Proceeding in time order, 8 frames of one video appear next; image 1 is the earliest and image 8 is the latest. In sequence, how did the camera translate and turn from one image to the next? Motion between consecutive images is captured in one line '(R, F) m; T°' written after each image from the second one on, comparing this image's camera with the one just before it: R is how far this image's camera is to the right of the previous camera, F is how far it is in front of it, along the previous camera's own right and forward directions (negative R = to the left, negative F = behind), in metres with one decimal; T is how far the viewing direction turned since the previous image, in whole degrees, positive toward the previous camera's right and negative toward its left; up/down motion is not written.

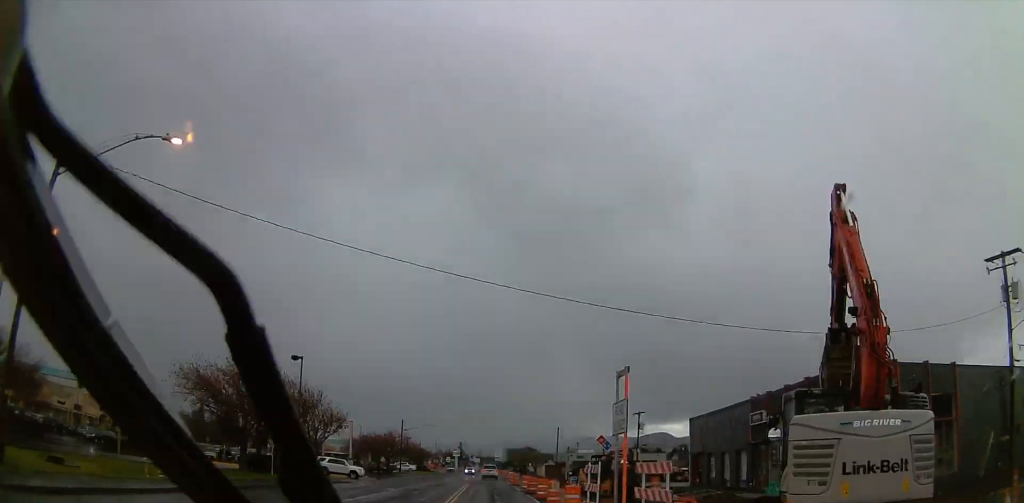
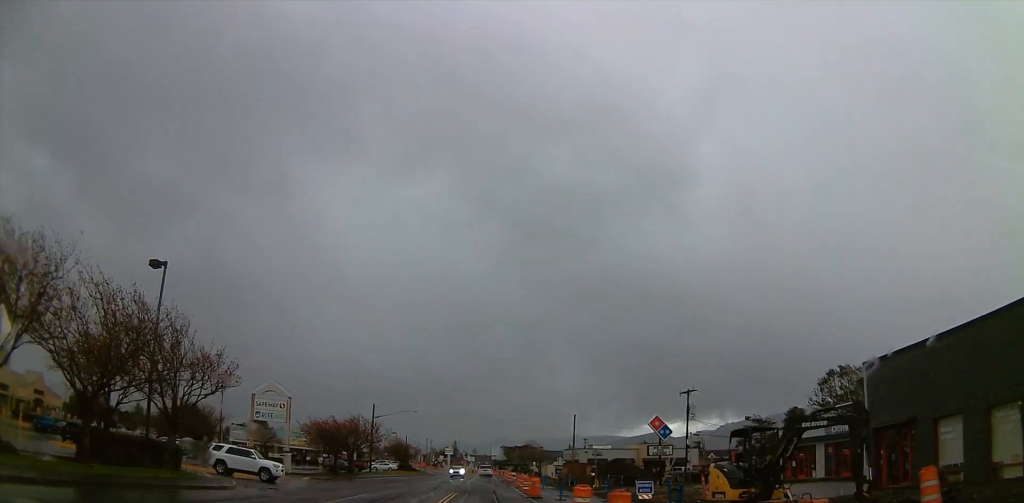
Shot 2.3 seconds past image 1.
(-0.3, +22.6) m; +1°
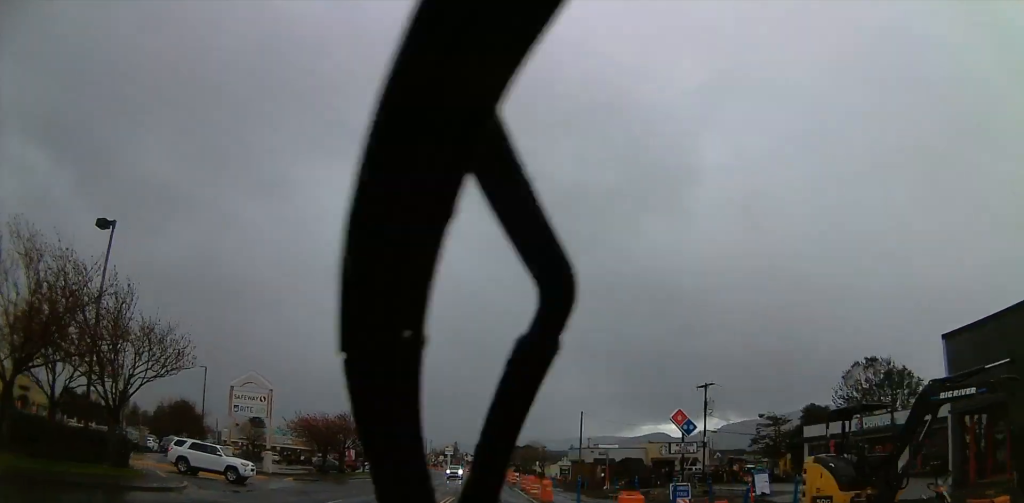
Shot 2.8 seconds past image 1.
(+0.2, +5.2) m; 0°
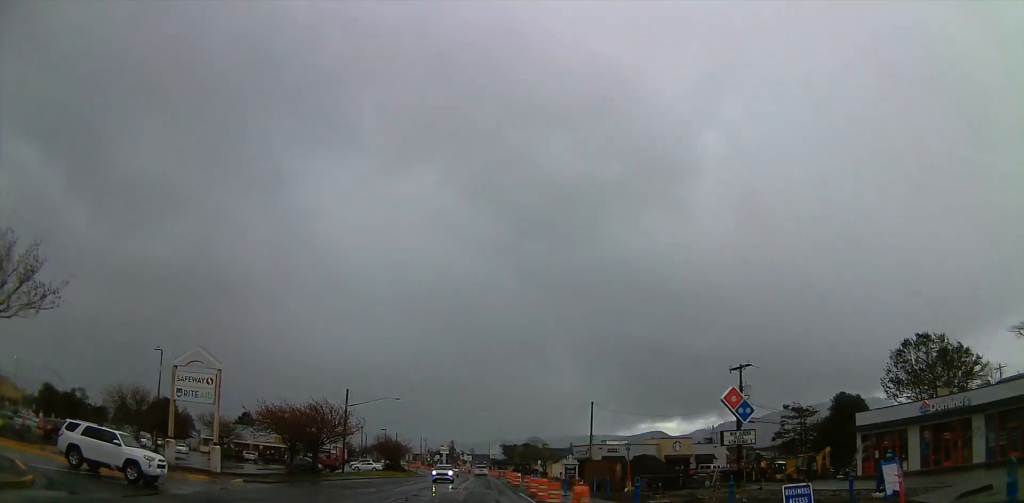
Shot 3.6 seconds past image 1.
(-0.2, +9.5) m; 0°
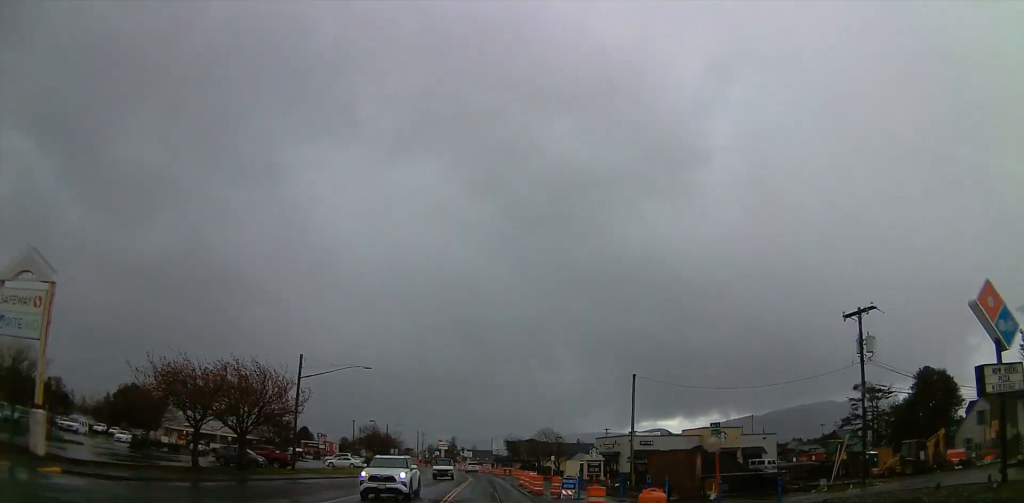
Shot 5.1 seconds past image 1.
(+0.2, +18.1) m; -2°
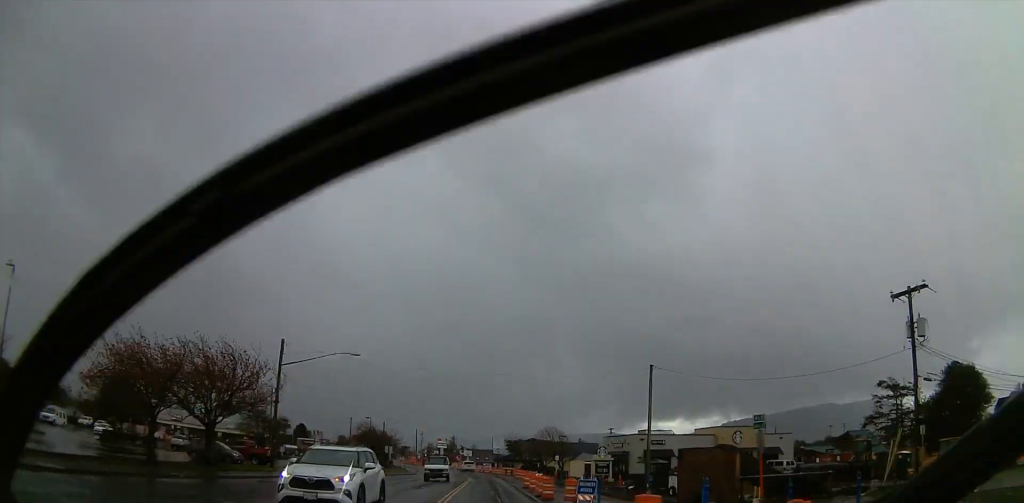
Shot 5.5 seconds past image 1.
(-0.4, +5.0) m; 0°
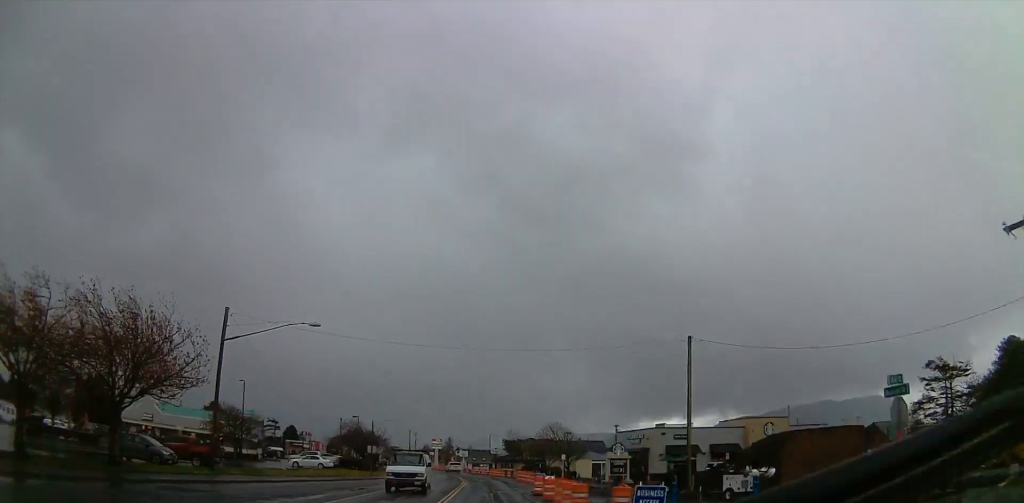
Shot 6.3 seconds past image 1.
(-0.2, +9.3) m; +1°
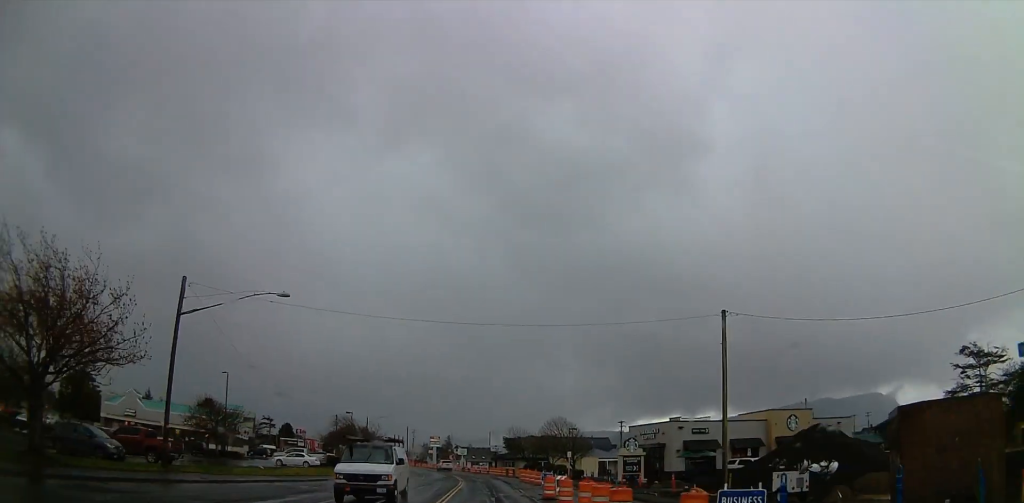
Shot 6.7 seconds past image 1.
(+0.3, +5.6) m; +2°
